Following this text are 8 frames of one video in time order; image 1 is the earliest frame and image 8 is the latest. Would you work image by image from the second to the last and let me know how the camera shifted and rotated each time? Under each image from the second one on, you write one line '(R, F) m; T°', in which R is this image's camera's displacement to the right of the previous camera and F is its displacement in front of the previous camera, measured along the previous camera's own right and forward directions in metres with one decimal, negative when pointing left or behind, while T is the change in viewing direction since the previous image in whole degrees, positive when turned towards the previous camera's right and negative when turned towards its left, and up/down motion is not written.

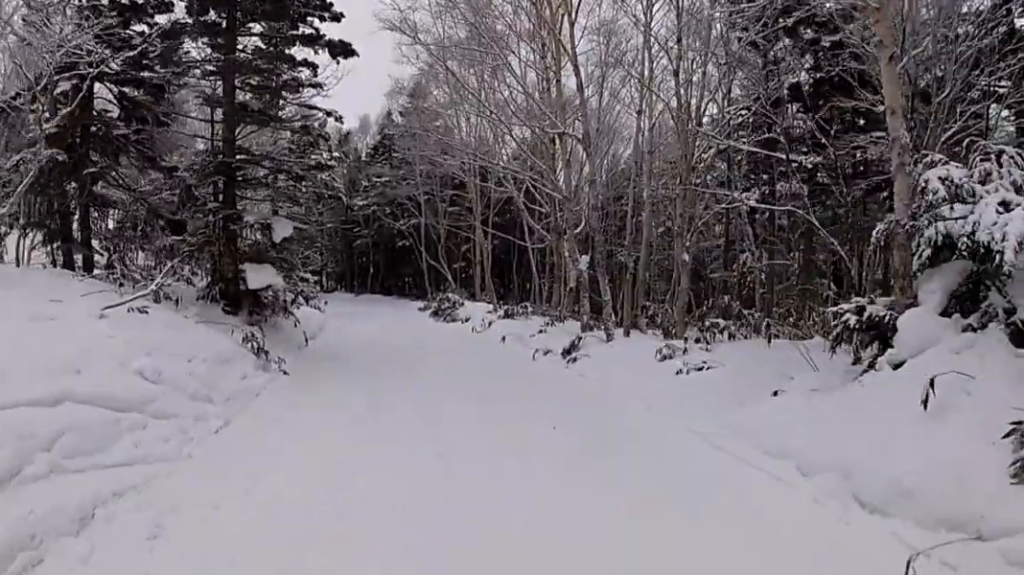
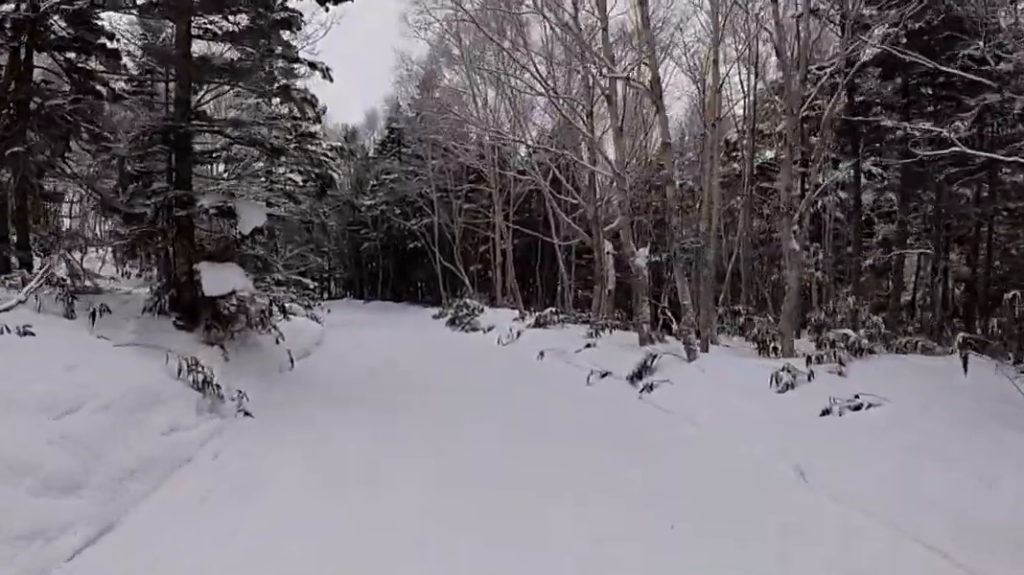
(0.0, +3.4) m; 0°
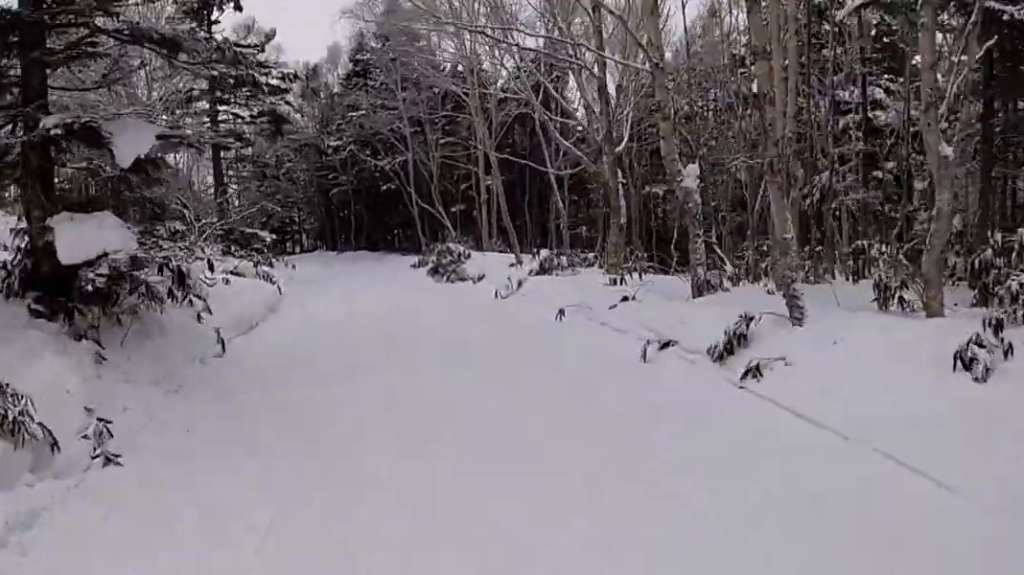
(0.0, +3.4) m; -1°
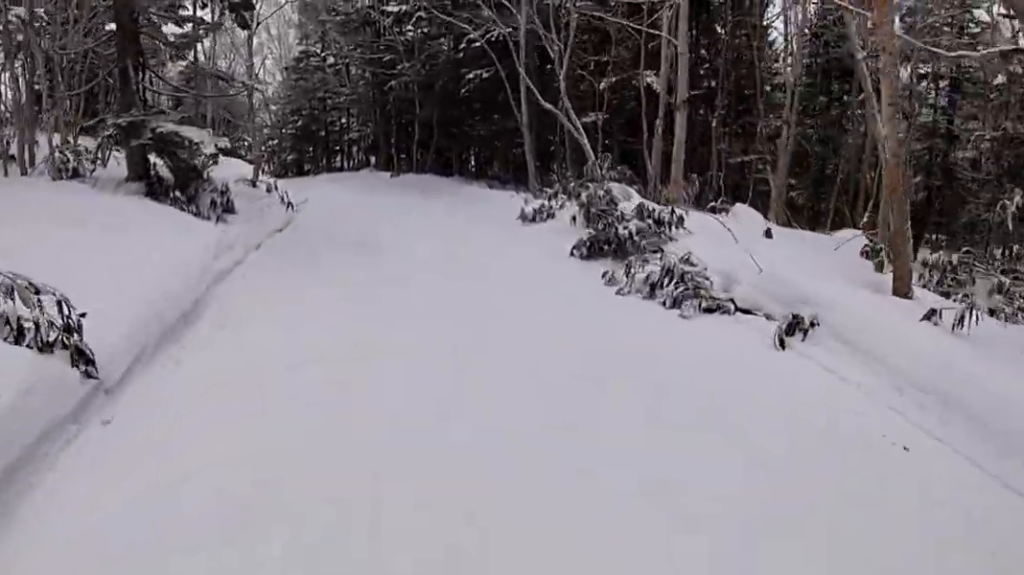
(-2.2, +12.0) m; -14°
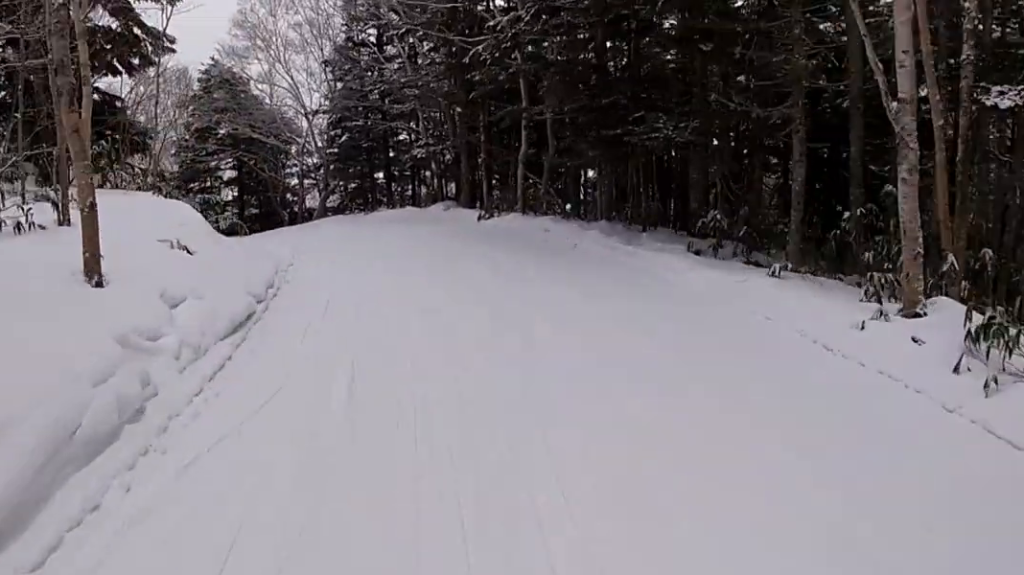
(+2.2, +11.8) m; +2°
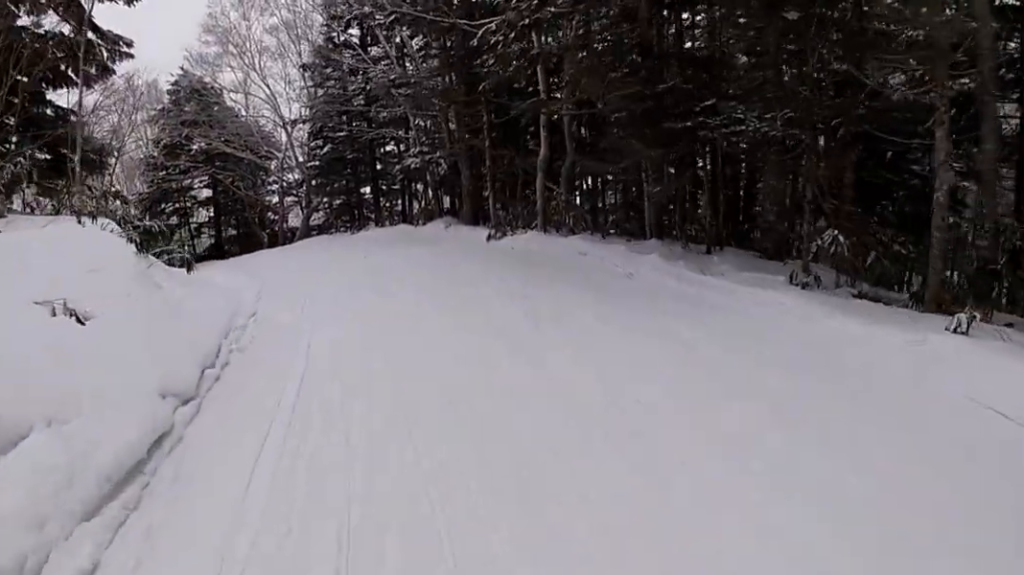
(-0.4, +2.6) m; -6°
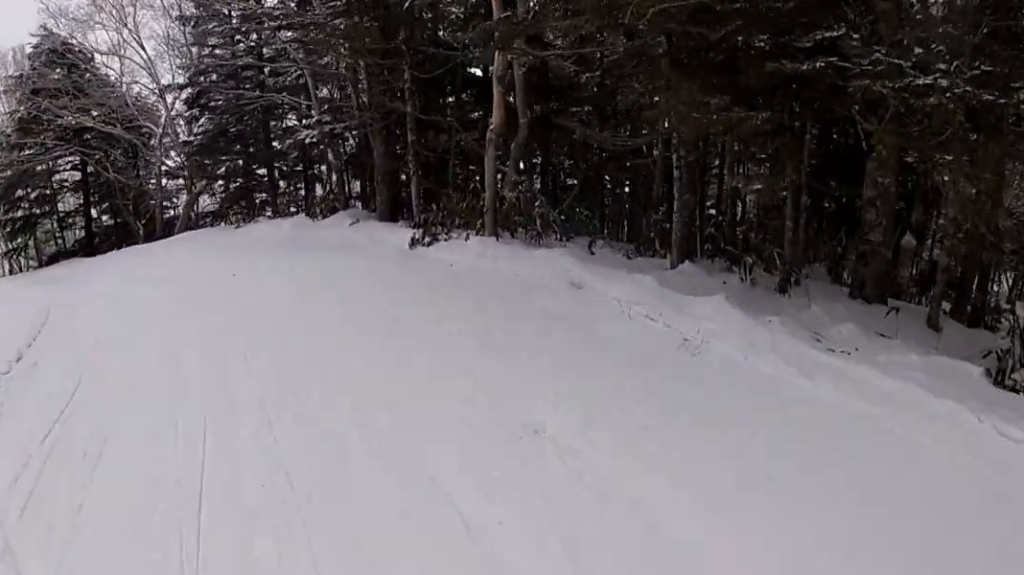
(-0.7, +3.9) m; -8°
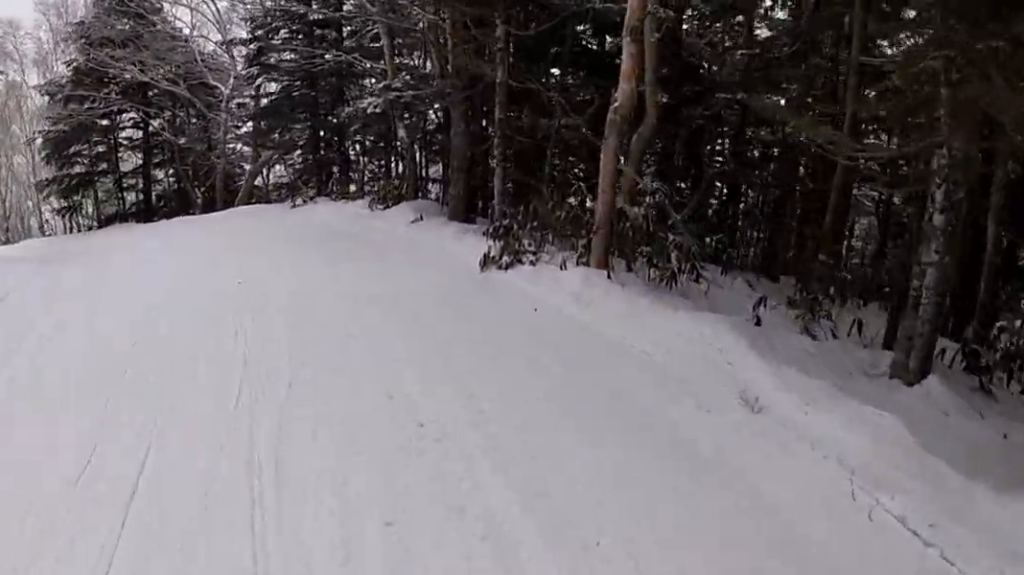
(+0.5, +2.2) m; -5°
